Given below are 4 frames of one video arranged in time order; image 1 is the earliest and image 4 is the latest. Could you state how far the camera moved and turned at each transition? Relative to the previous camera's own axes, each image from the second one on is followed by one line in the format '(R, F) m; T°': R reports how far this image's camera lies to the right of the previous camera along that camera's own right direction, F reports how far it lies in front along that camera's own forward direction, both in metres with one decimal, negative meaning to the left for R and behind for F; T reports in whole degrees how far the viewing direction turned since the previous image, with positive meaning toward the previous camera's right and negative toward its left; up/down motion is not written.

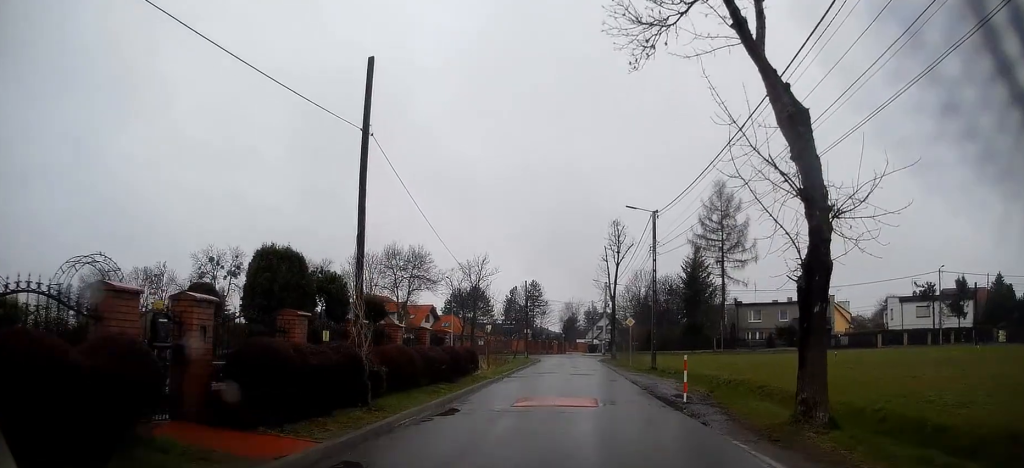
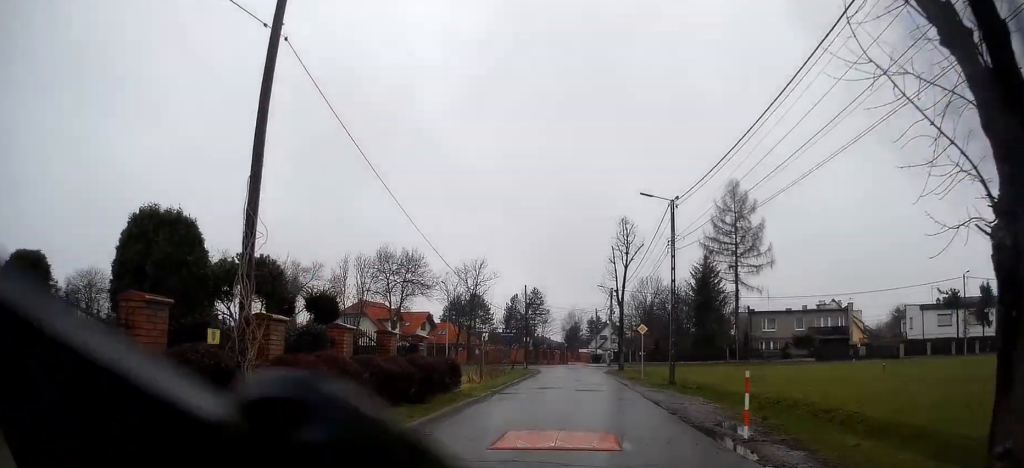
(+0.3, +5.1) m; +1°
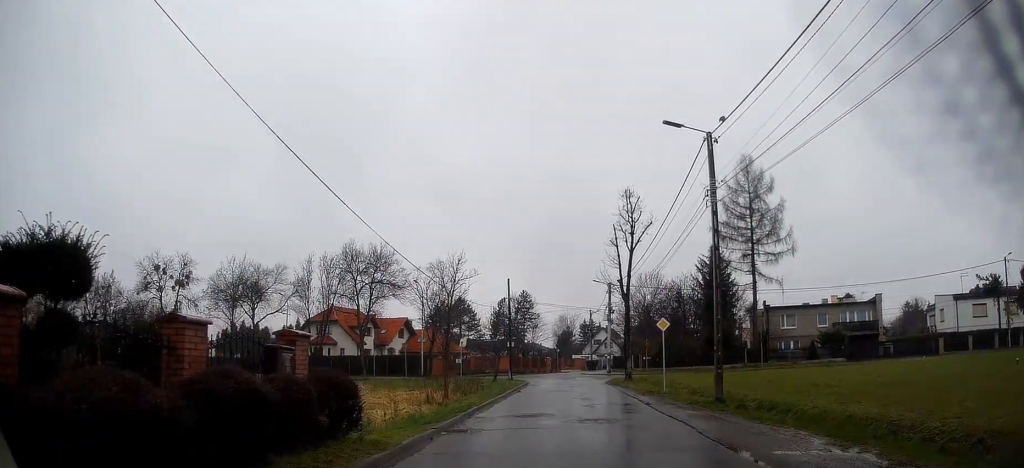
(-1.2, +10.6) m; -6°
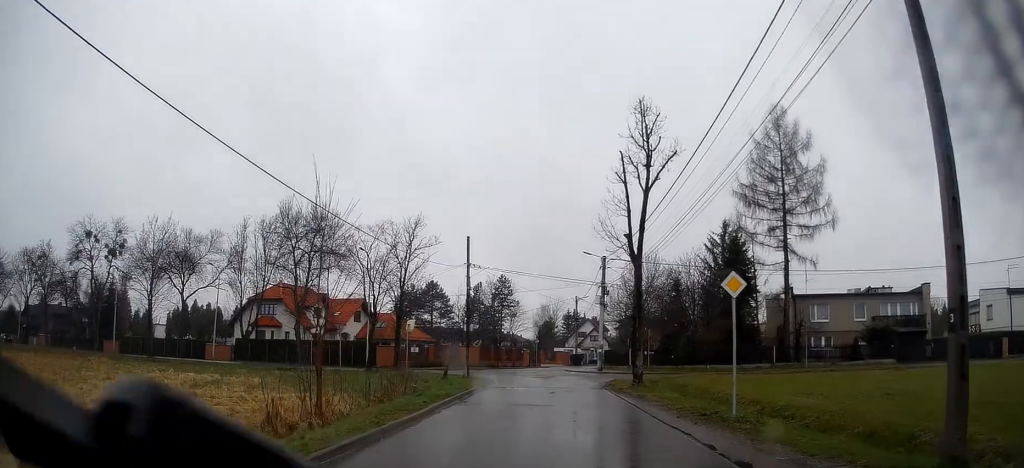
(+1.0, +12.8) m; +6°
